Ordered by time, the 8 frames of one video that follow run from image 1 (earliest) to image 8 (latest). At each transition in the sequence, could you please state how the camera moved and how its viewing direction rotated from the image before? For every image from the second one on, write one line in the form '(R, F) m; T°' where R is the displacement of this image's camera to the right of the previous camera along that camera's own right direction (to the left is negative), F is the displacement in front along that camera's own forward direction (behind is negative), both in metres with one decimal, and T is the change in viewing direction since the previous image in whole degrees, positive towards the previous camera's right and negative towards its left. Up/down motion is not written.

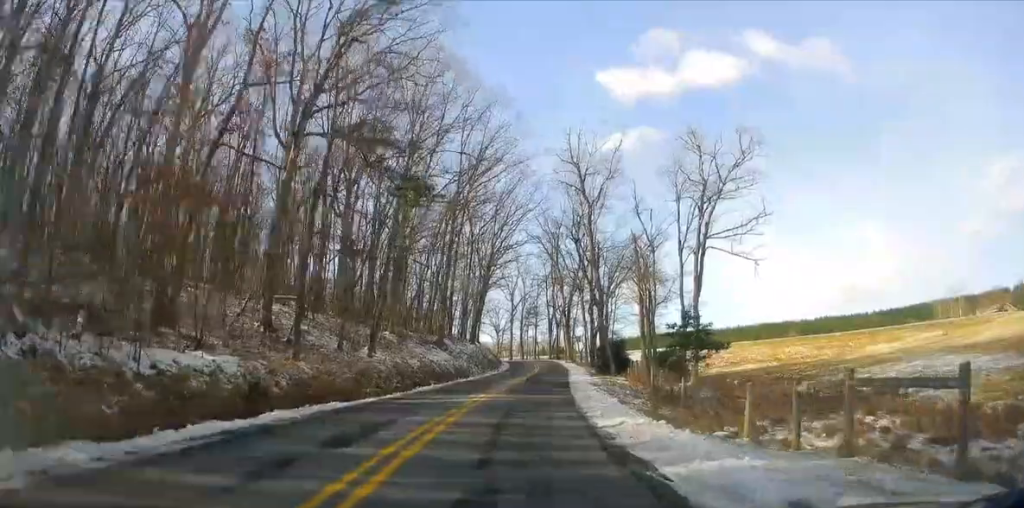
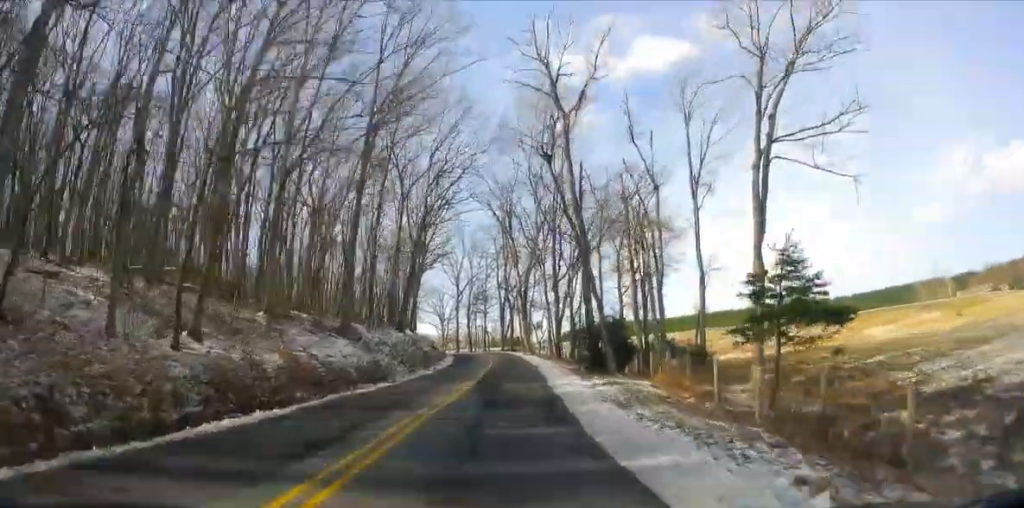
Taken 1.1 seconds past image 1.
(+0.7, +16.8) m; +4°
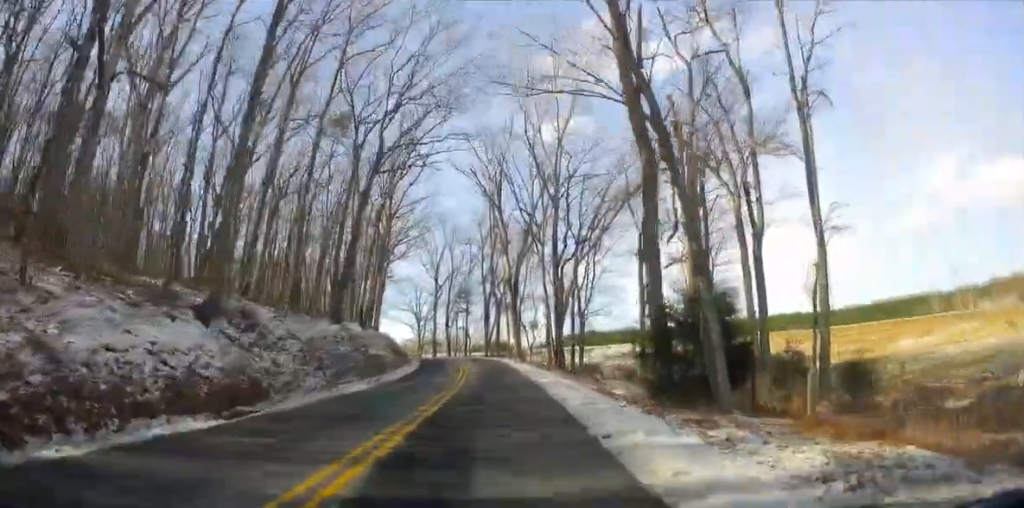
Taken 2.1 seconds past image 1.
(+0.3, +15.1) m; +1°
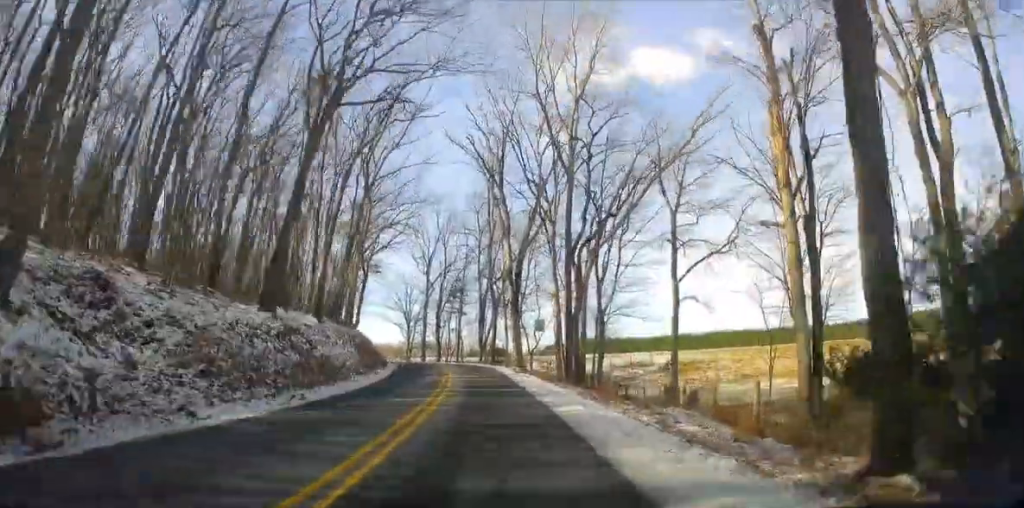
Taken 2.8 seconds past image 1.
(0.0, +9.6) m; 0°
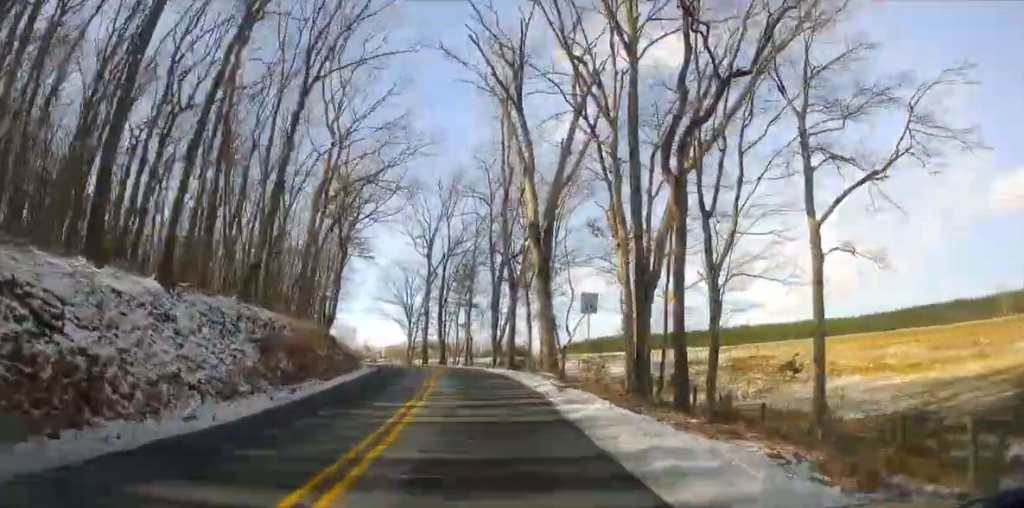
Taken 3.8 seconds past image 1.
(-0.1, +16.1) m; -2°
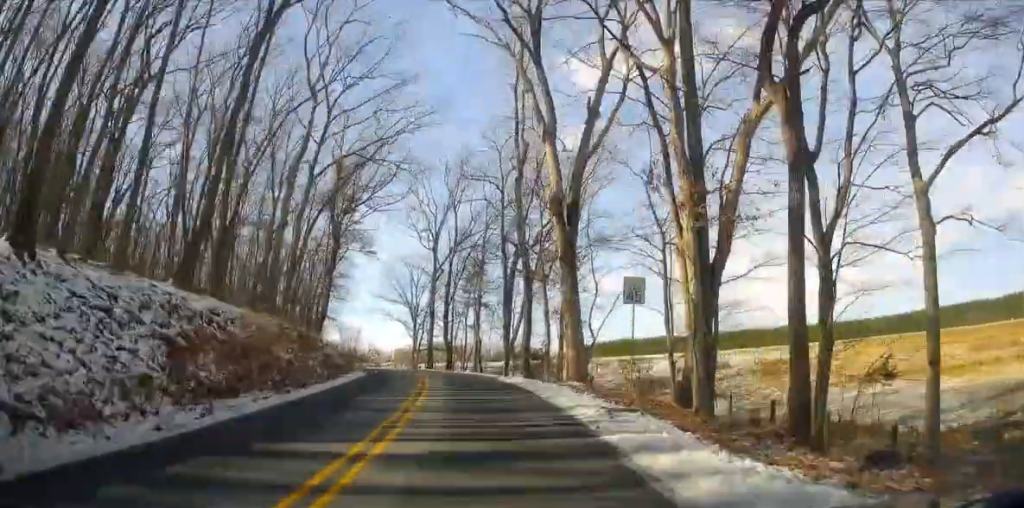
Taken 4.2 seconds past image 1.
(-0.2, +6.0) m; -1°
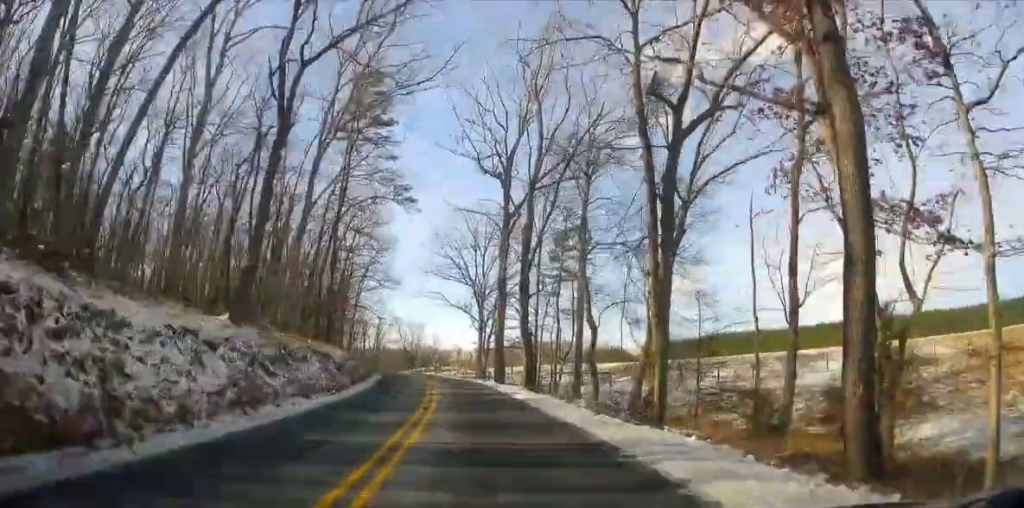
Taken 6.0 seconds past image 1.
(-0.5, +25.5) m; -3°
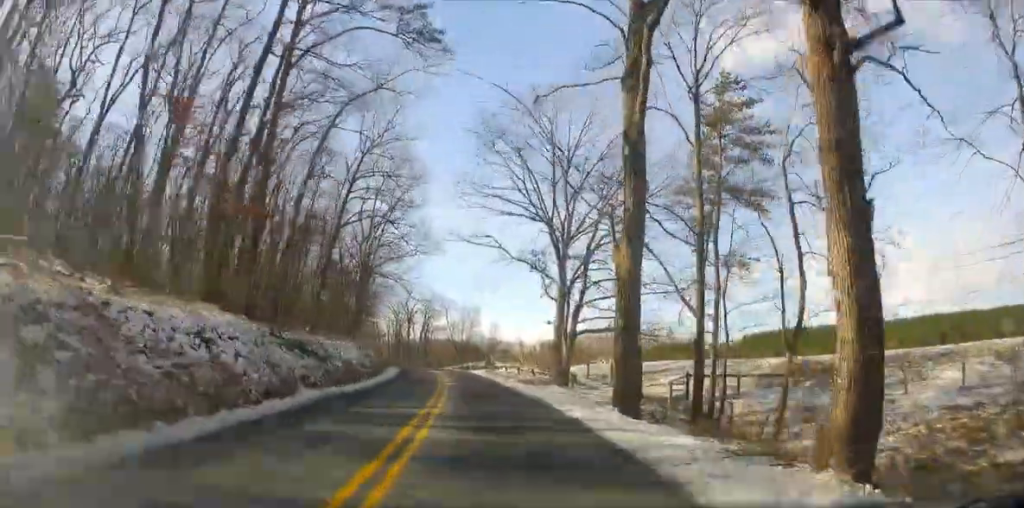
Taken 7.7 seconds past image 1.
(-1.0, +23.3) m; -6°
